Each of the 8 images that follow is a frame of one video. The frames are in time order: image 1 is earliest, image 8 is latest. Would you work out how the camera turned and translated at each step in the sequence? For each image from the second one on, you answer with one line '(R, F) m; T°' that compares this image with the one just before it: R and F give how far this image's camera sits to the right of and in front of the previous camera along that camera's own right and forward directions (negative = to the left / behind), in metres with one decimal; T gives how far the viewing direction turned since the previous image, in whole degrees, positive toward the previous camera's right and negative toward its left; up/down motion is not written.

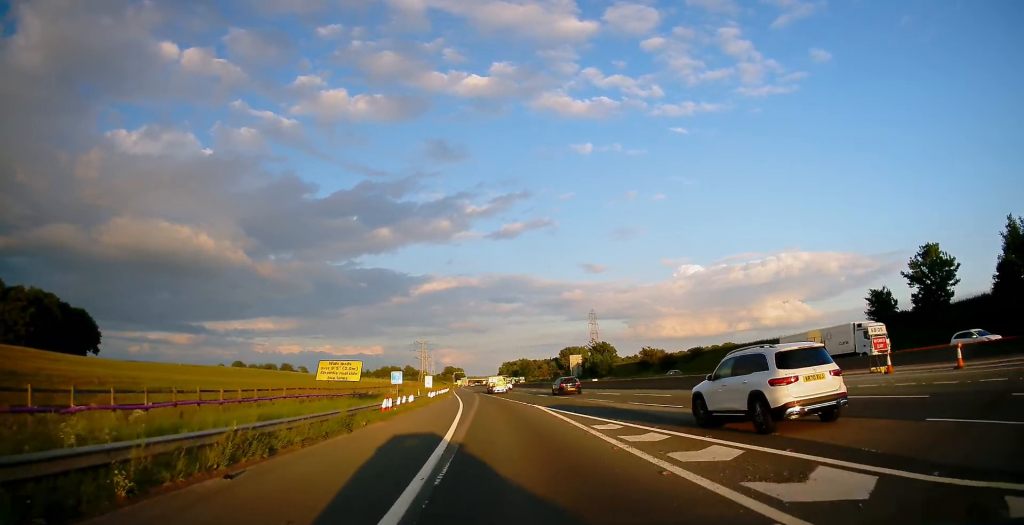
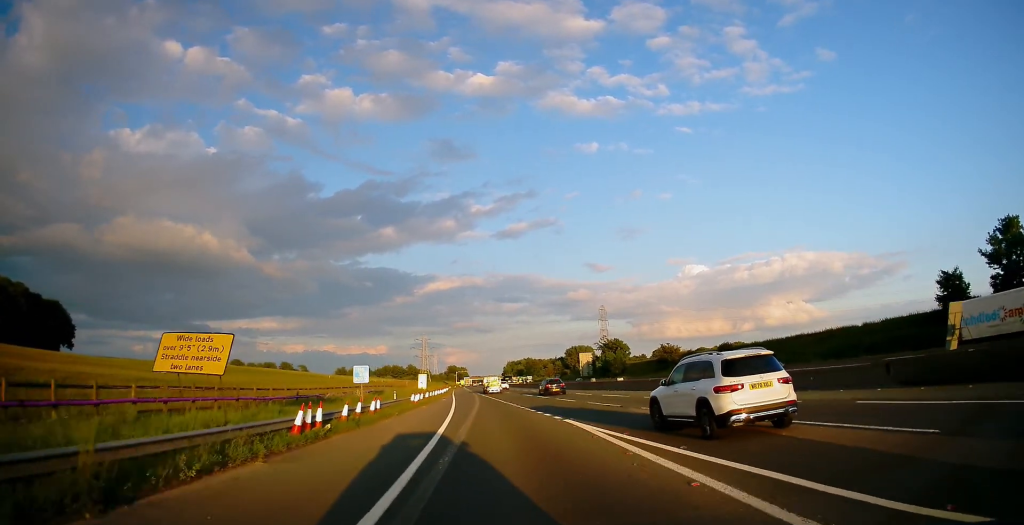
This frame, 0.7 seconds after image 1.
(0.0, +13.7) m; +1°
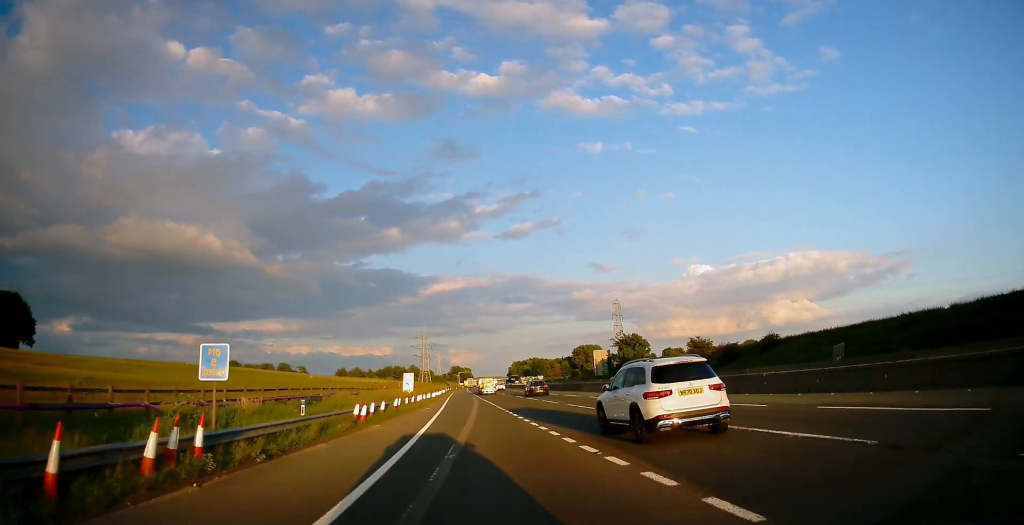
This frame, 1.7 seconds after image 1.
(+0.3, +17.8) m; 0°
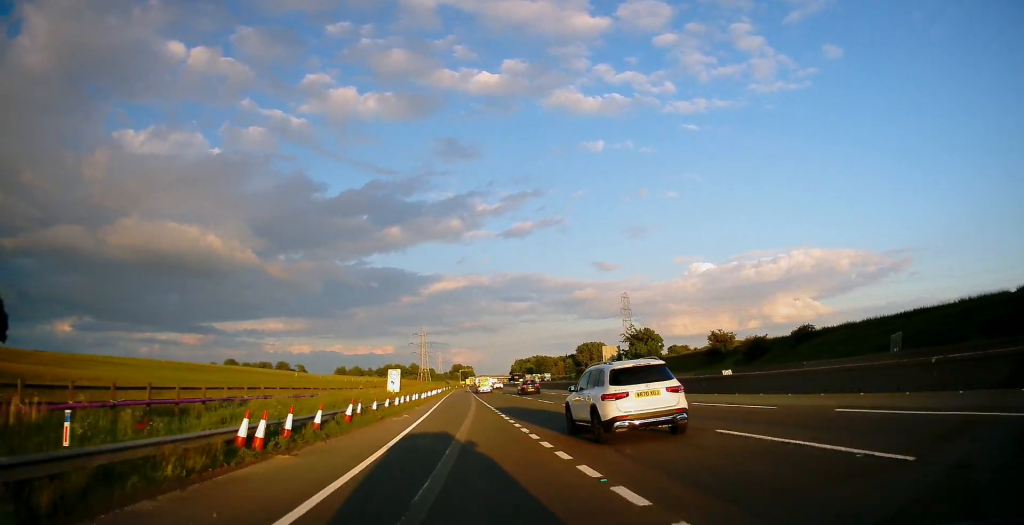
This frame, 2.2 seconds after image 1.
(+0.2, +10.4) m; -1°
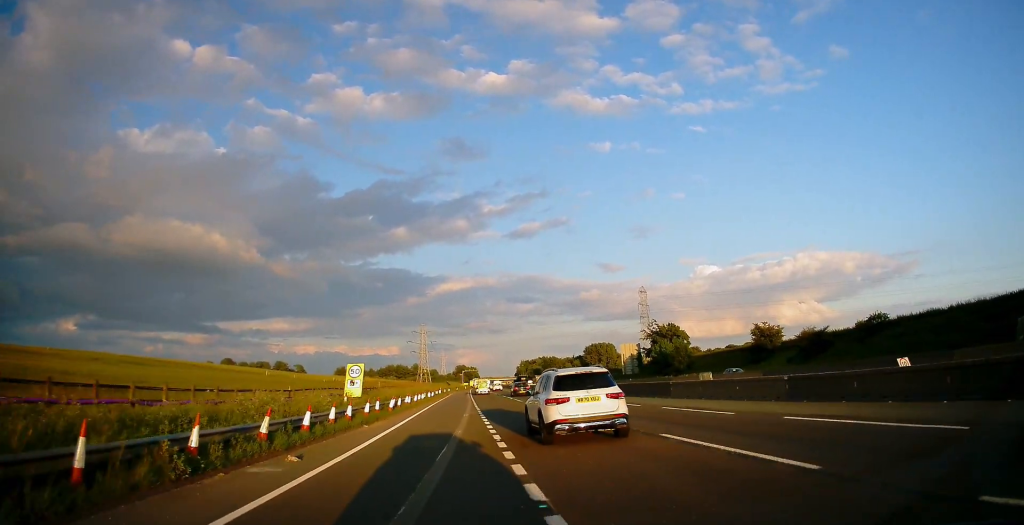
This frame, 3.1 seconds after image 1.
(-0.6, +17.4) m; -2°
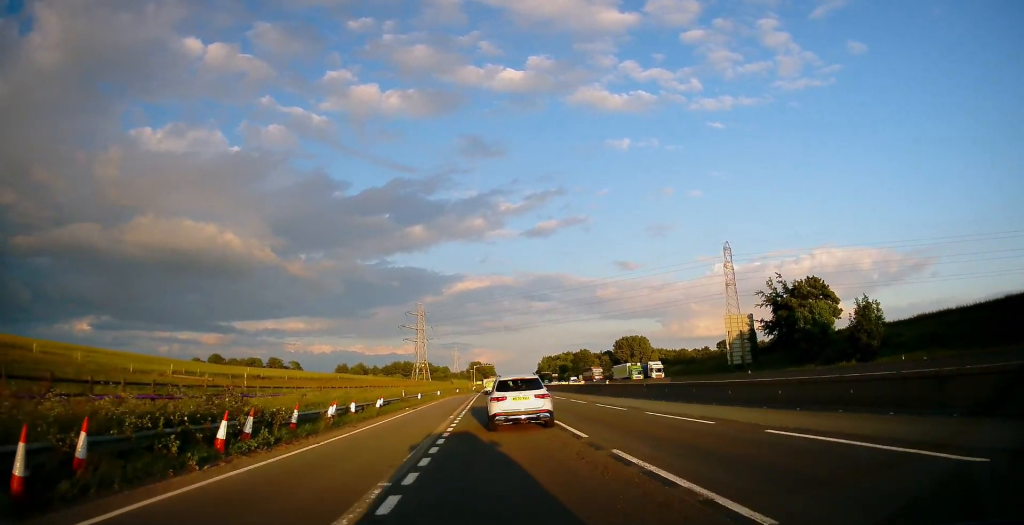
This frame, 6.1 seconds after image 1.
(-0.5, +56.8) m; -1°
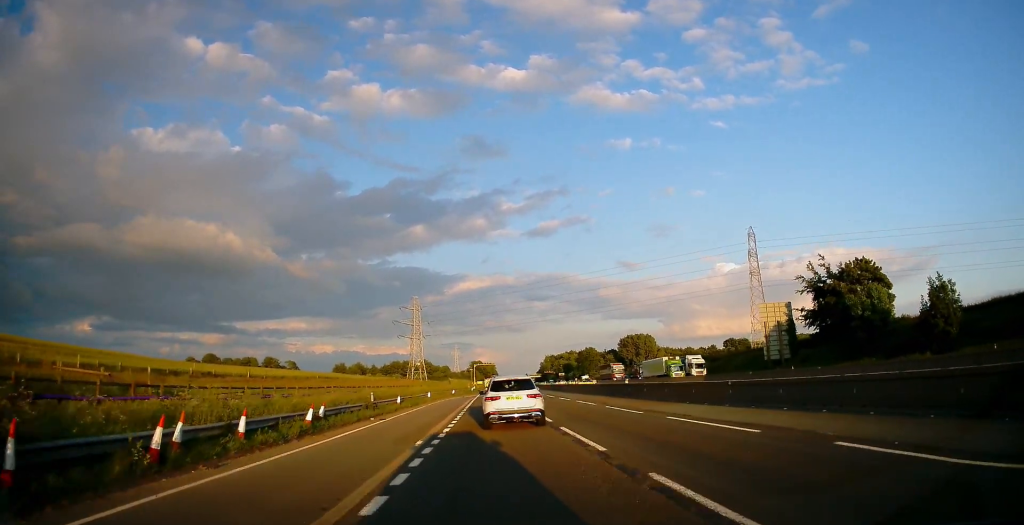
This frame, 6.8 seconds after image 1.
(+0.1, +12.6) m; 0°
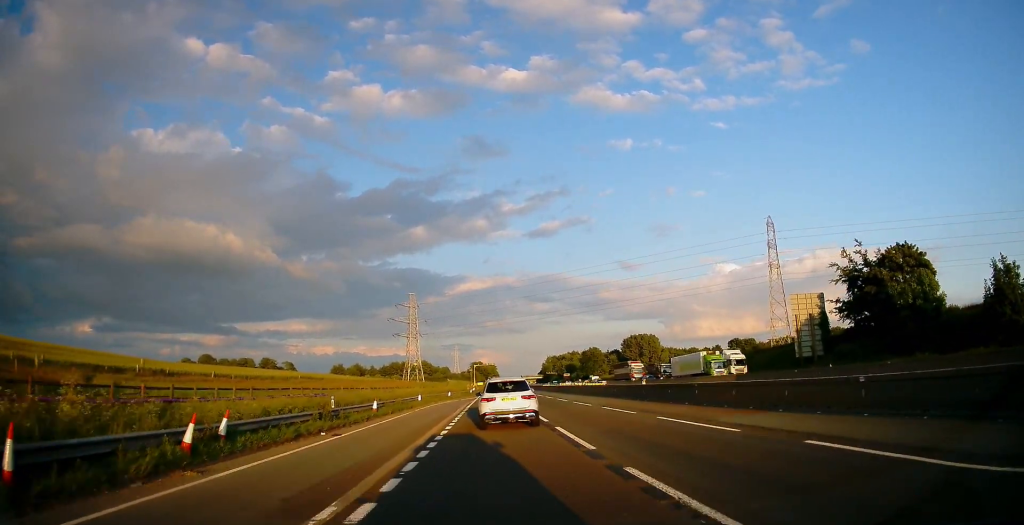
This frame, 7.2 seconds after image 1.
(0.0, +8.4) m; 0°
